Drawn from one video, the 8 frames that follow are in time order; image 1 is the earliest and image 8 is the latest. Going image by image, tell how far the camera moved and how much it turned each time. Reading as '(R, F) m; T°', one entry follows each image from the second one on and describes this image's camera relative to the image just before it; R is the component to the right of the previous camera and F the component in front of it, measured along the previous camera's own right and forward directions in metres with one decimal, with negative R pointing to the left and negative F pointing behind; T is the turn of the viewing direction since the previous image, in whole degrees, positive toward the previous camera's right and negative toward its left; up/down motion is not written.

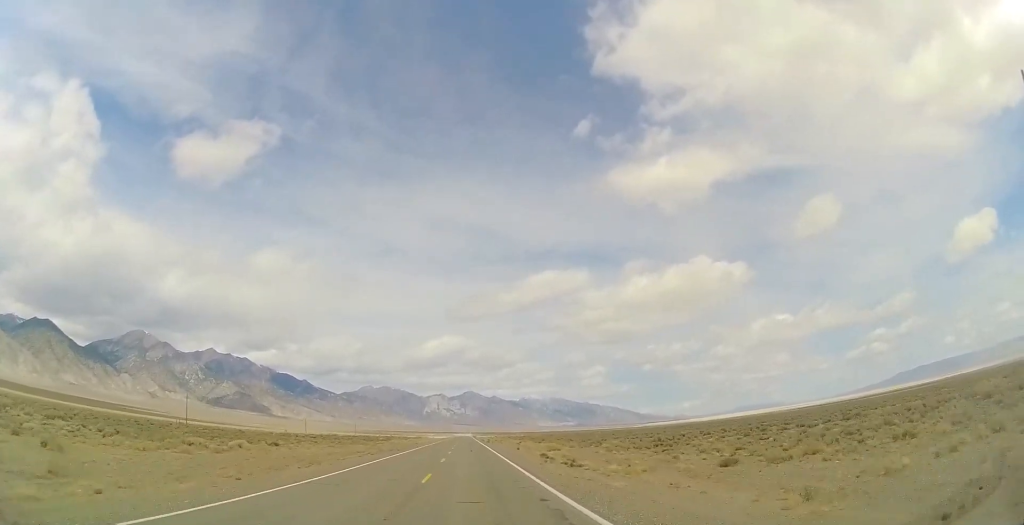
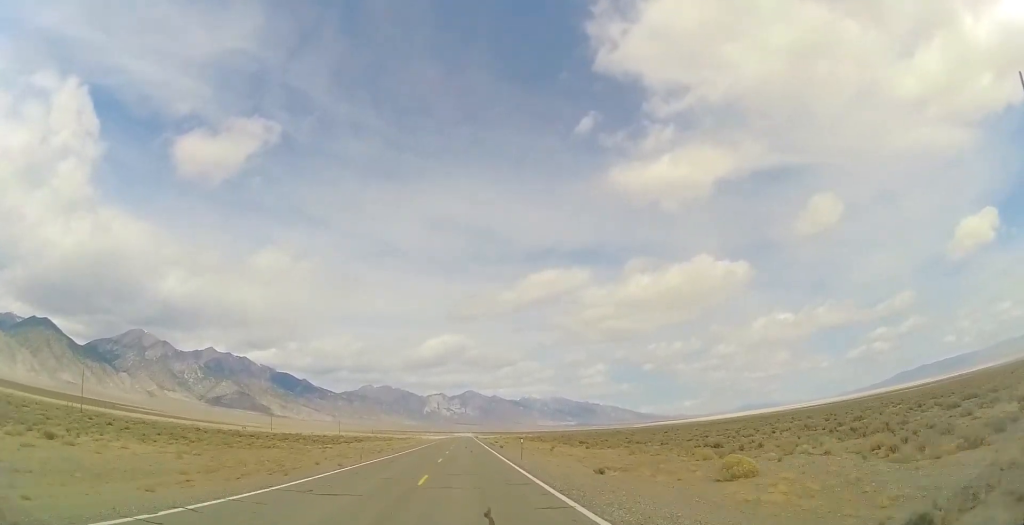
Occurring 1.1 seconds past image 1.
(0.0, +37.1) m; 0°
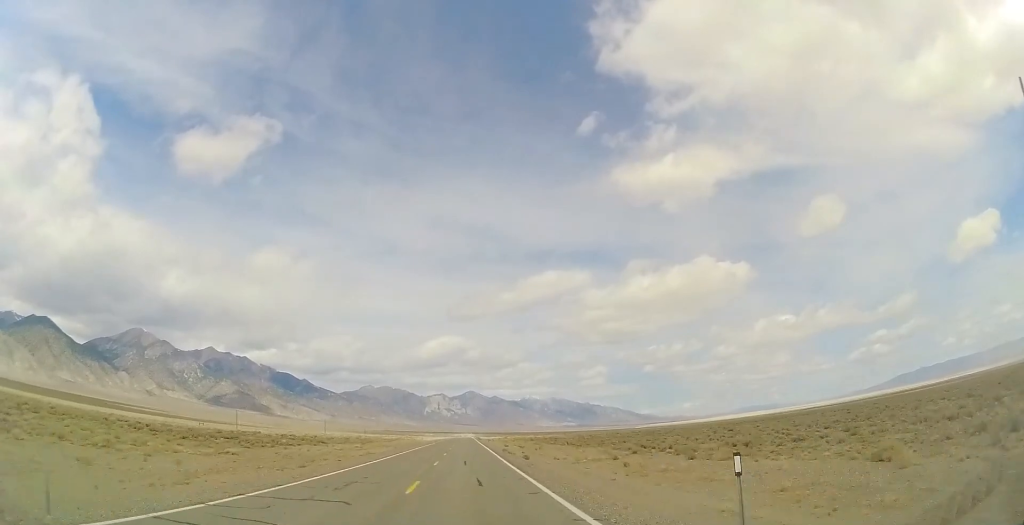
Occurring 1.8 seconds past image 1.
(0.0, +26.7) m; 0°
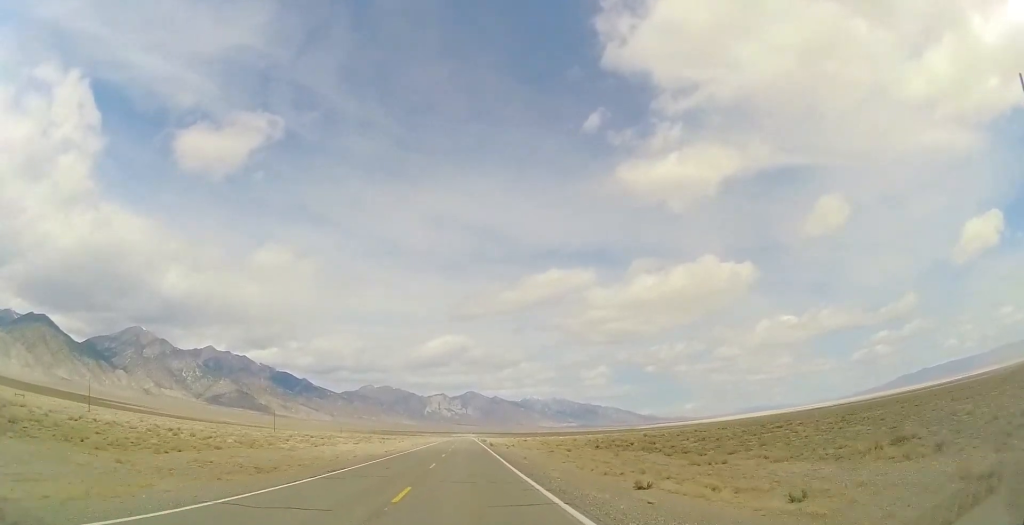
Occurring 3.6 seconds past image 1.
(-0.3, +62.7) m; -1°
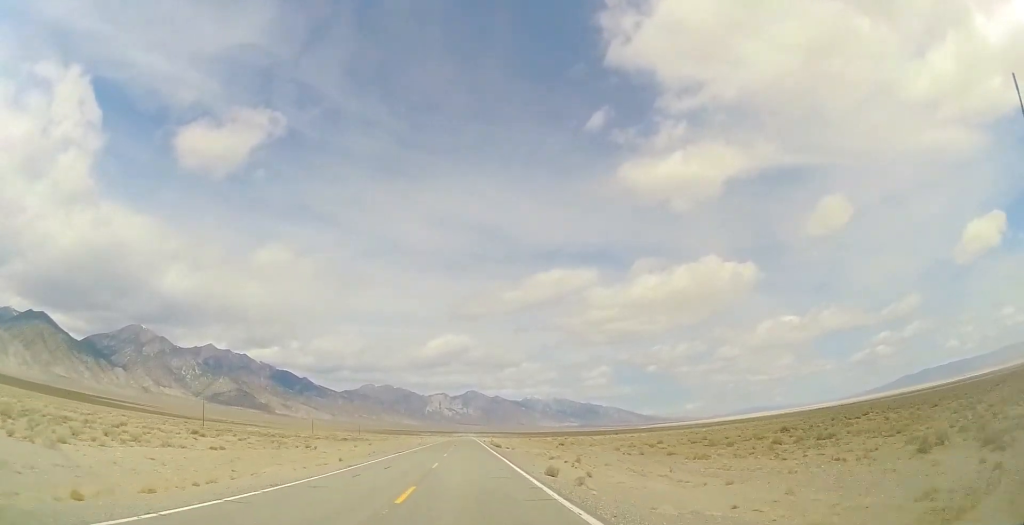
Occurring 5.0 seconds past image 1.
(0.0, +49.1) m; +1°
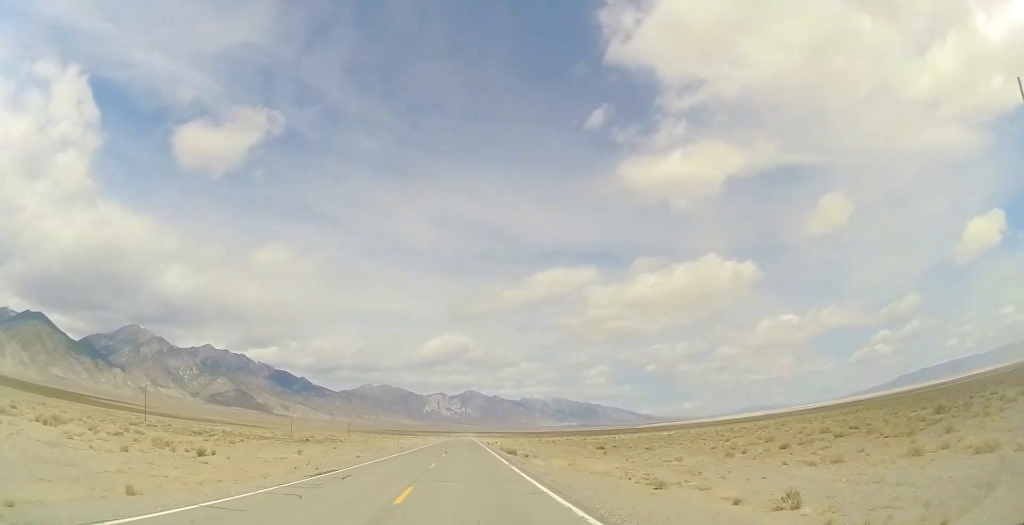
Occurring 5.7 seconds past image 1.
(+0.1, +24.6) m; 0°
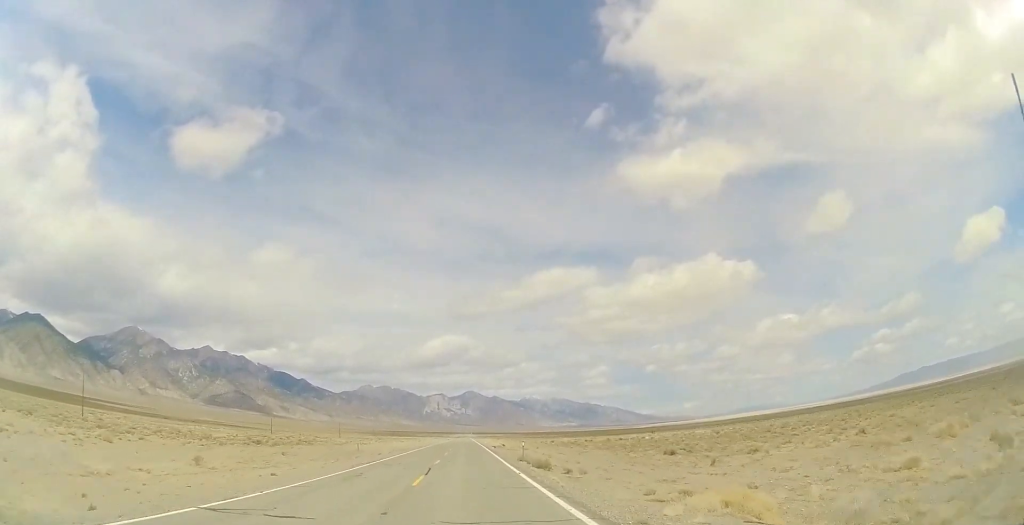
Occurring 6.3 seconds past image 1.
(0.0, +19.9) m; 0°
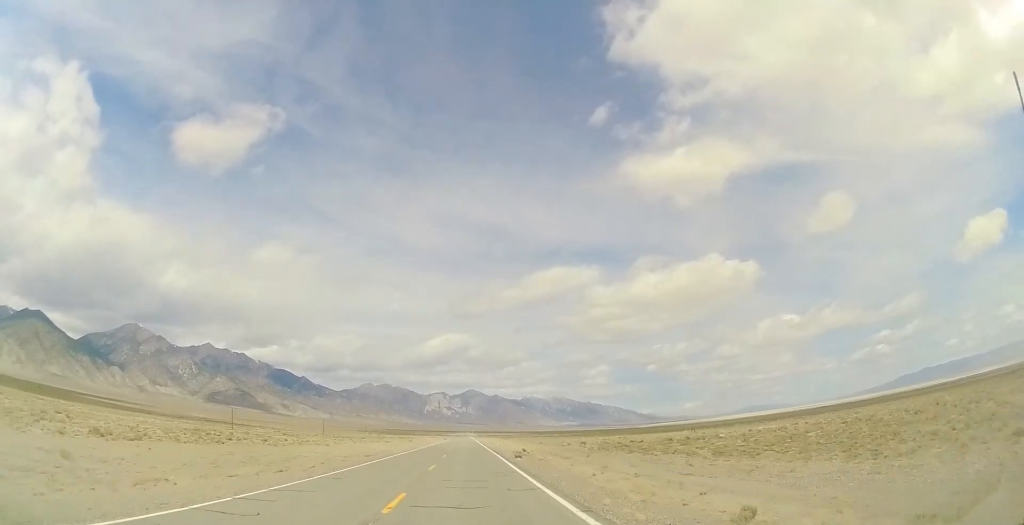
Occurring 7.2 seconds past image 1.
(0.0, +30.4) m; -1°
